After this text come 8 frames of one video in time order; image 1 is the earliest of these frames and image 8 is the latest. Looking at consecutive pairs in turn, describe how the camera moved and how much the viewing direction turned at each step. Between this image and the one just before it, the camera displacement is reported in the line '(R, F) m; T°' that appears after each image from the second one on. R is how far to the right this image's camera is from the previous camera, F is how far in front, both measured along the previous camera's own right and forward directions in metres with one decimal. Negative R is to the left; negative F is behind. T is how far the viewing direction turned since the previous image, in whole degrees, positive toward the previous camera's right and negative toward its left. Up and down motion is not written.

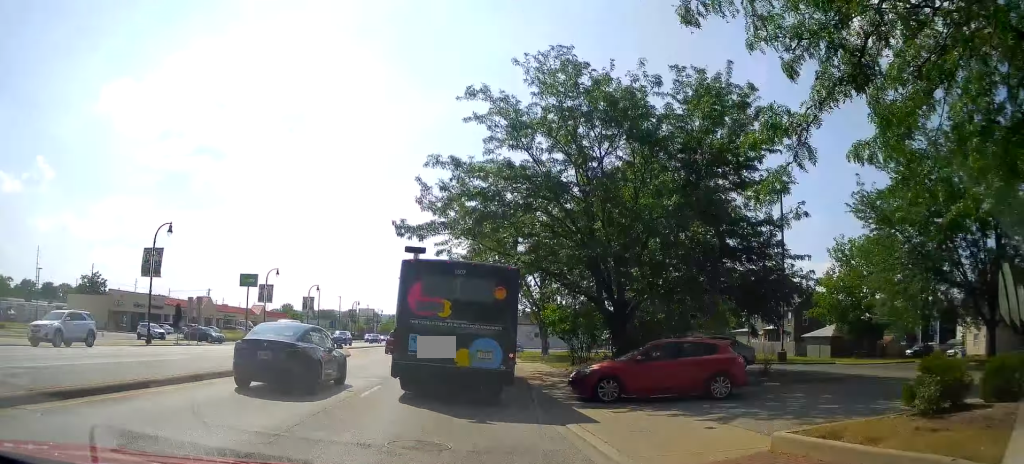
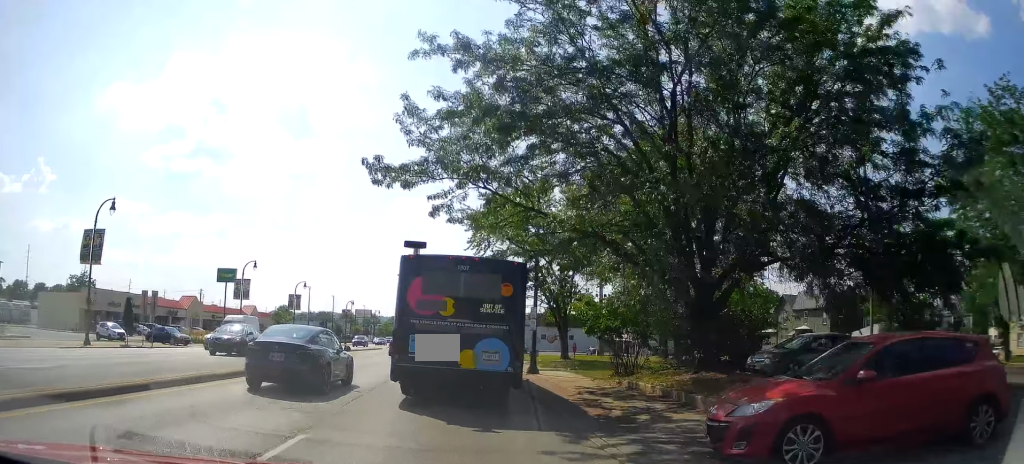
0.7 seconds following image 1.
(0.0, +8.1) m; -2°
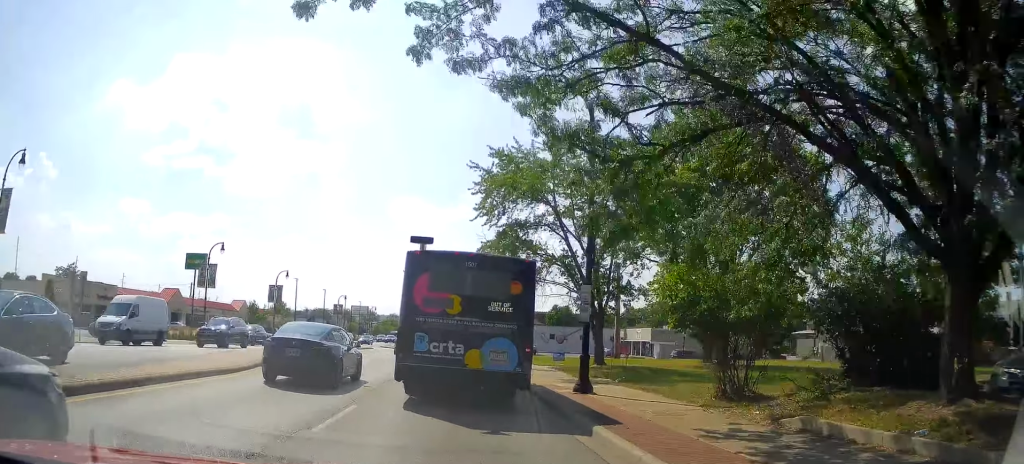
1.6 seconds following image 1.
(-0.3, +9.4) m; -2°
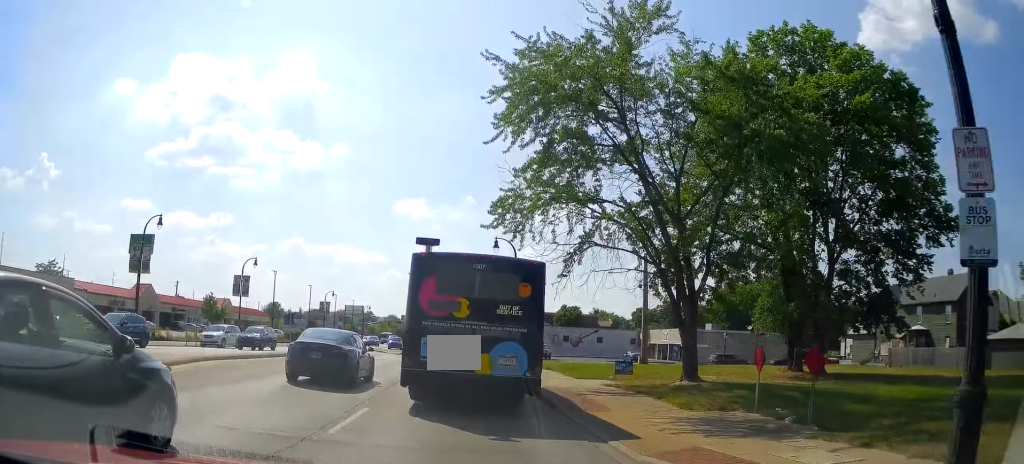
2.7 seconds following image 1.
(-0.1, +12.0) m; -1°
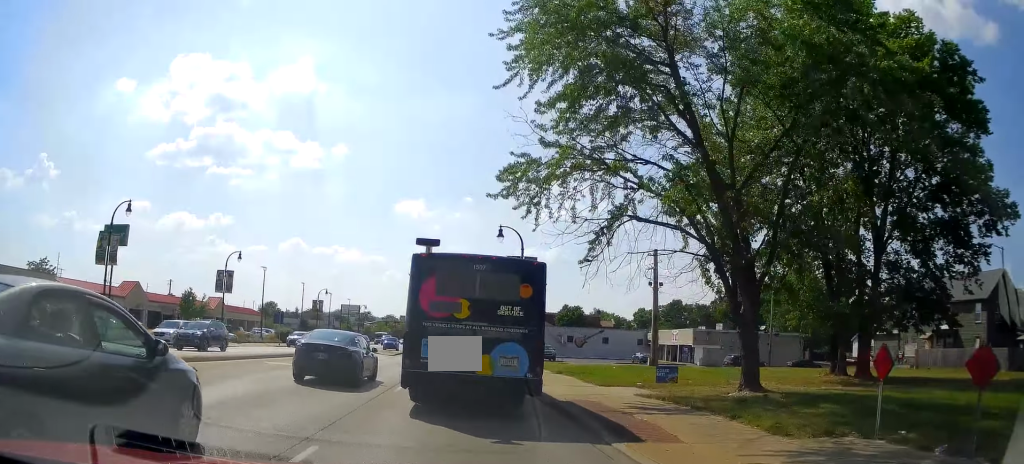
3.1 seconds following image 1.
(0.0, +4.2) m; +1°
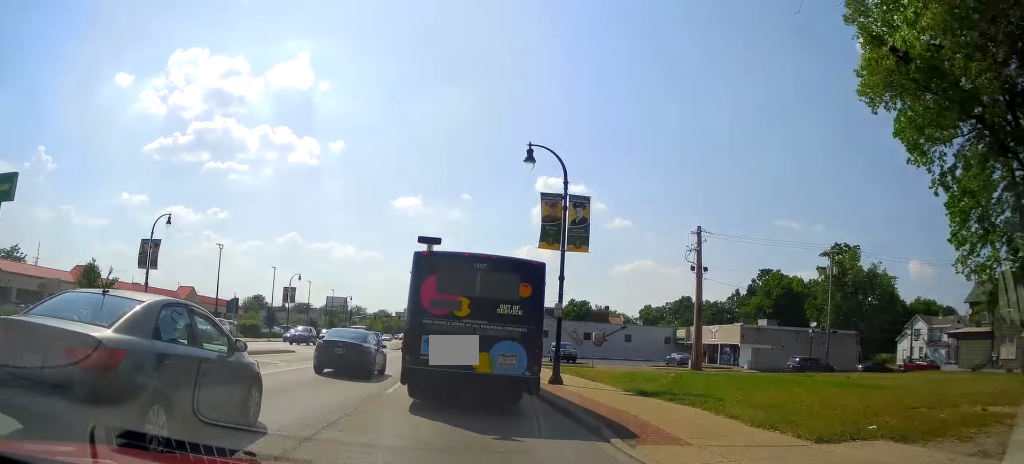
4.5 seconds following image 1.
(+0.4, +13.9) m; +3°
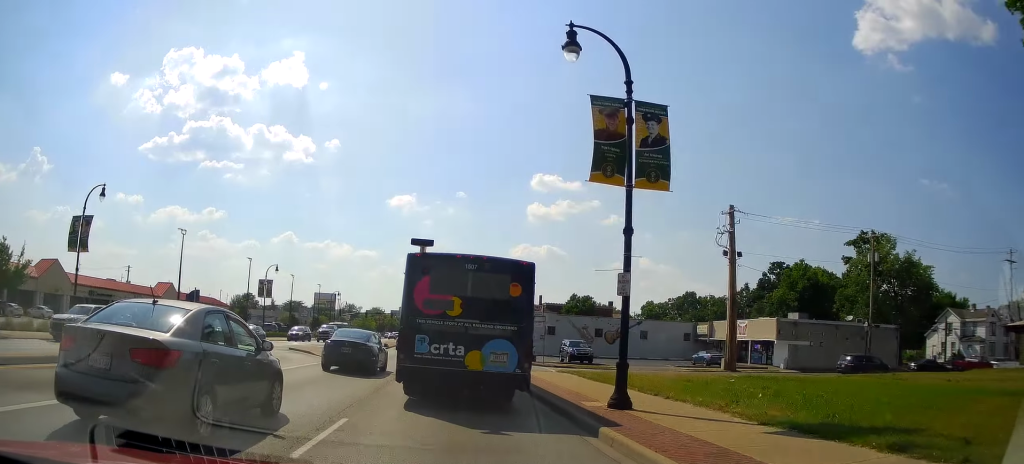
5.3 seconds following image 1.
(+0.1, +8.3) m; -1°
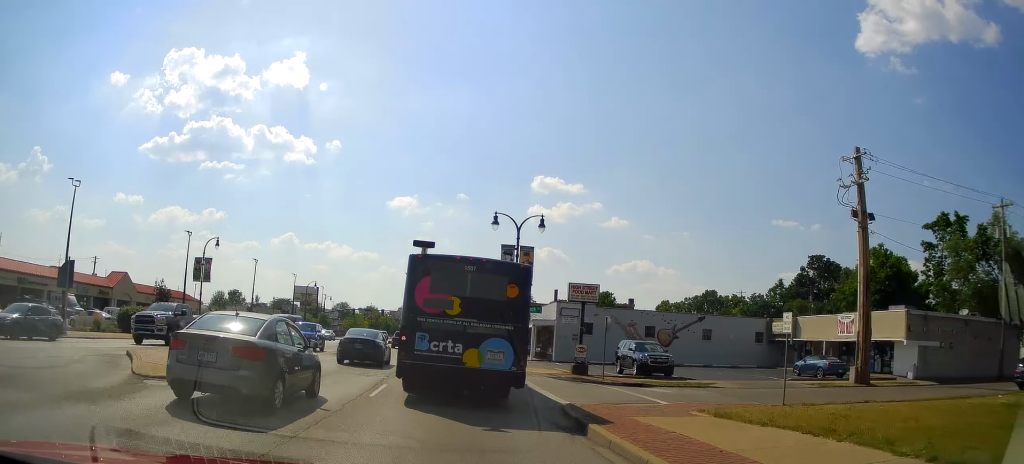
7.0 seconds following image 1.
(-0.7, +18.2) m; +1°
